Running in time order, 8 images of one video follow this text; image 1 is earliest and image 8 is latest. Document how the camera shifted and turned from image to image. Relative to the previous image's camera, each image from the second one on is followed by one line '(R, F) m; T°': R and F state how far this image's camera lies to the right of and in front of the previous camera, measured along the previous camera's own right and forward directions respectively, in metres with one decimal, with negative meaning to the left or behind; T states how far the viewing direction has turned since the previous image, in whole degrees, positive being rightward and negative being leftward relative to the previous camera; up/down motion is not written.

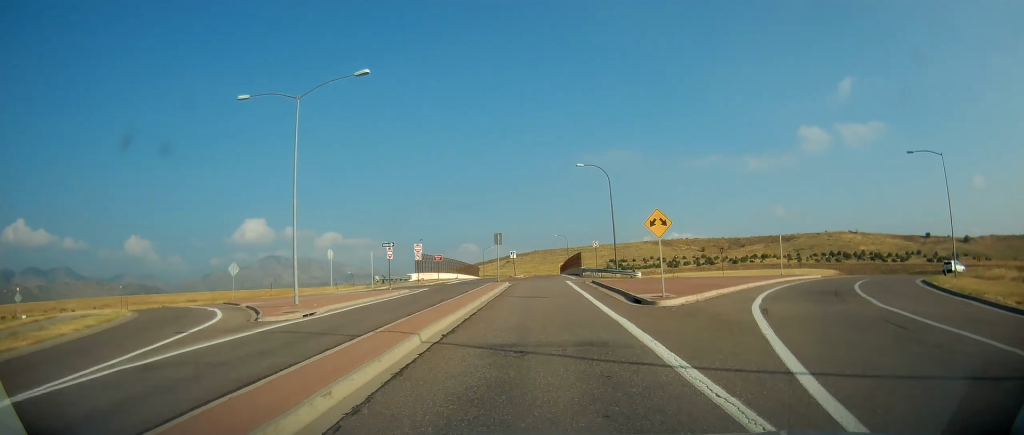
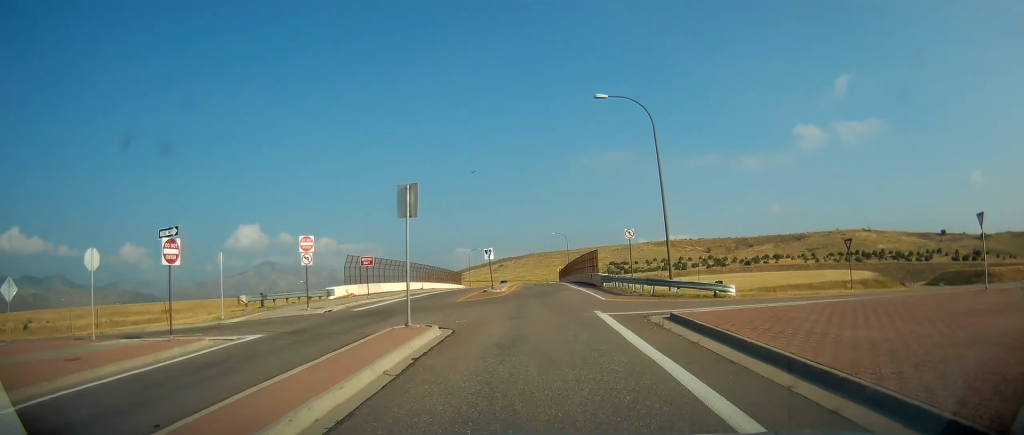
(-0.4, +24.7) m; +1°
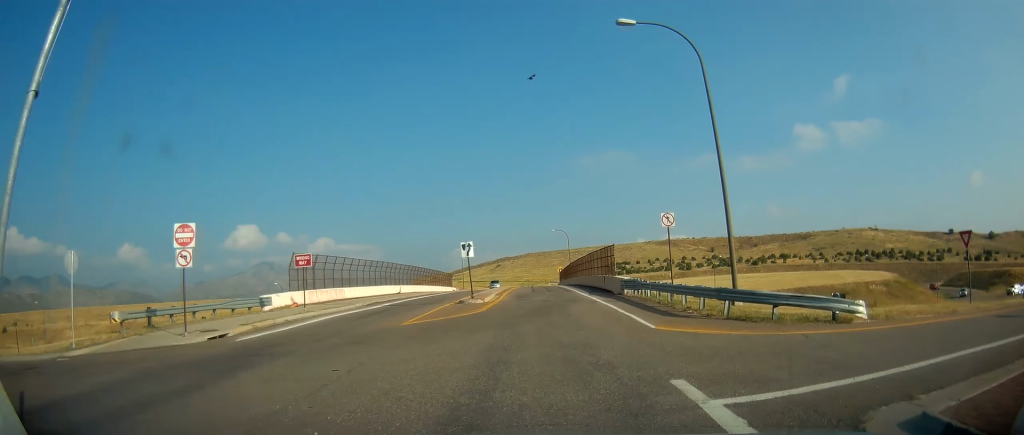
(+0.2, +10.6) m; +1°
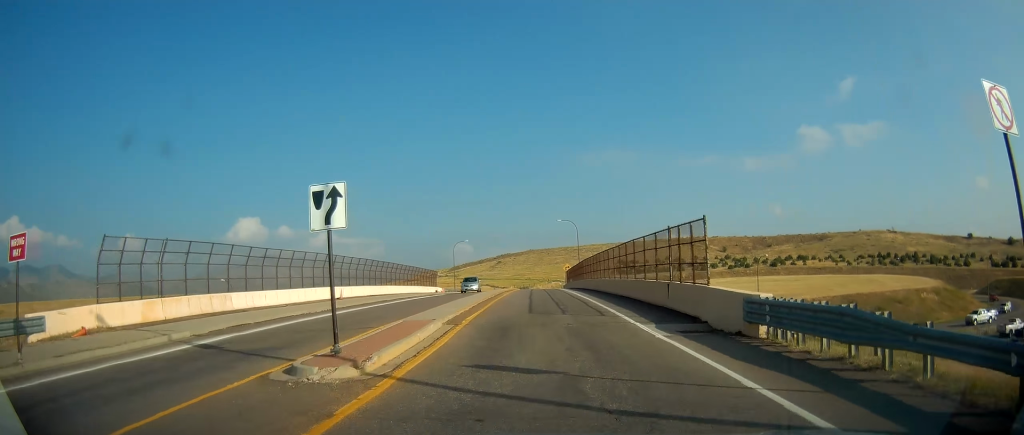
(+0.1, +18.8) m; +1°
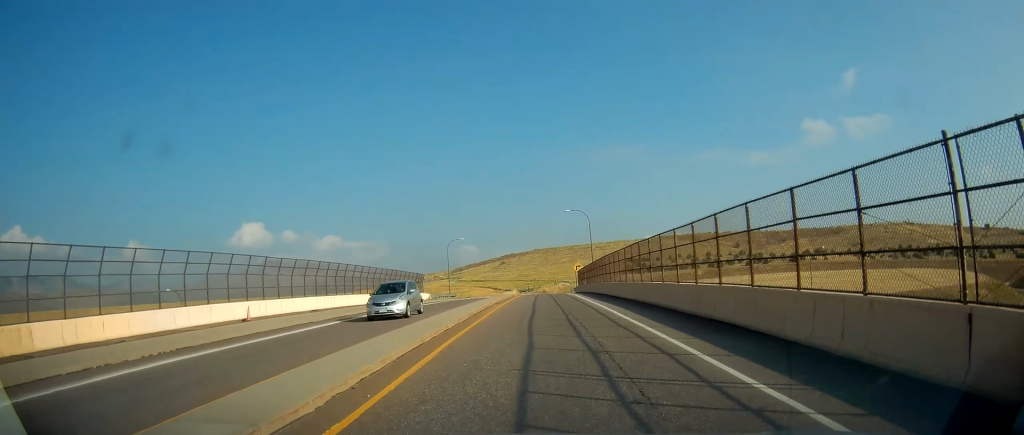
(+0.1, +15.3) m; -1°
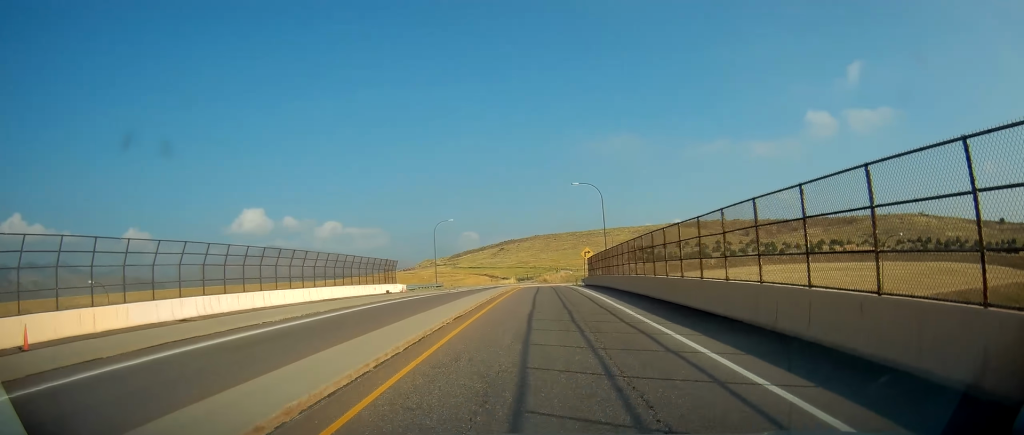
(-0.5, +15.1) m; 0°
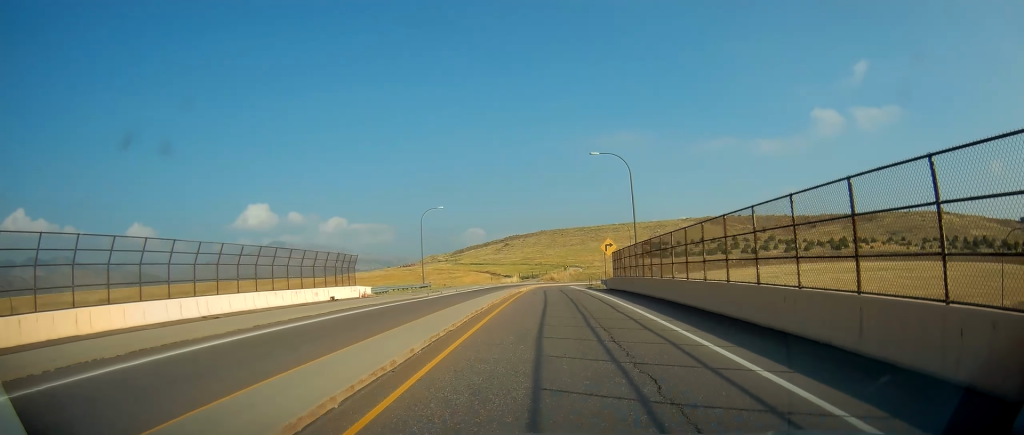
(+0.4, +15.8) m; 0°
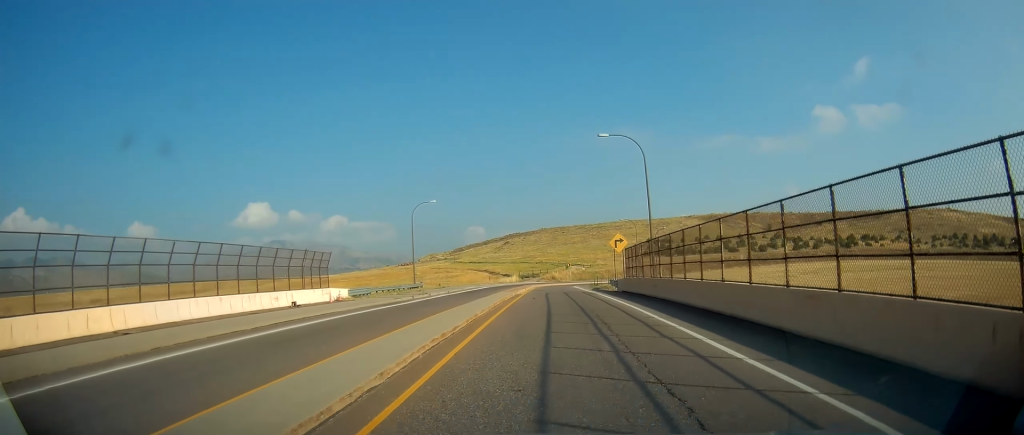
(-0.1, +6.3) m; -1°
